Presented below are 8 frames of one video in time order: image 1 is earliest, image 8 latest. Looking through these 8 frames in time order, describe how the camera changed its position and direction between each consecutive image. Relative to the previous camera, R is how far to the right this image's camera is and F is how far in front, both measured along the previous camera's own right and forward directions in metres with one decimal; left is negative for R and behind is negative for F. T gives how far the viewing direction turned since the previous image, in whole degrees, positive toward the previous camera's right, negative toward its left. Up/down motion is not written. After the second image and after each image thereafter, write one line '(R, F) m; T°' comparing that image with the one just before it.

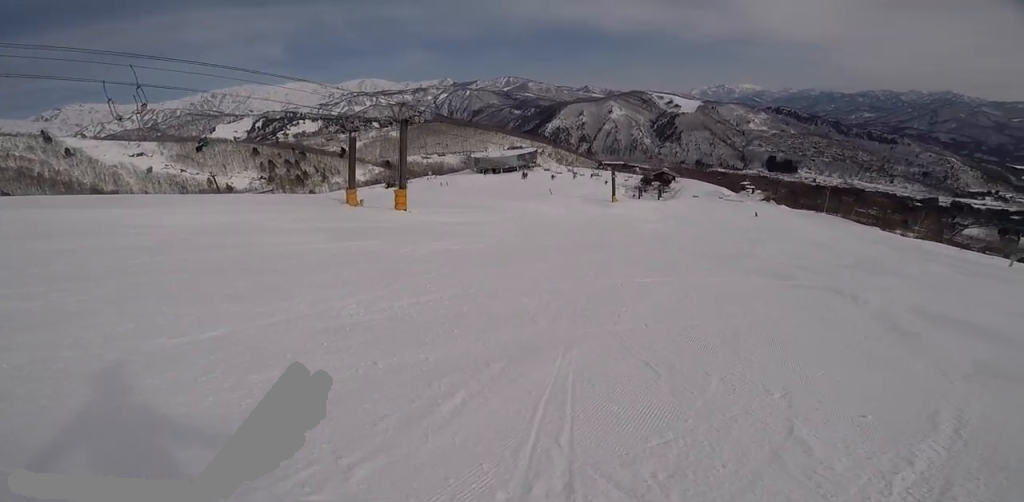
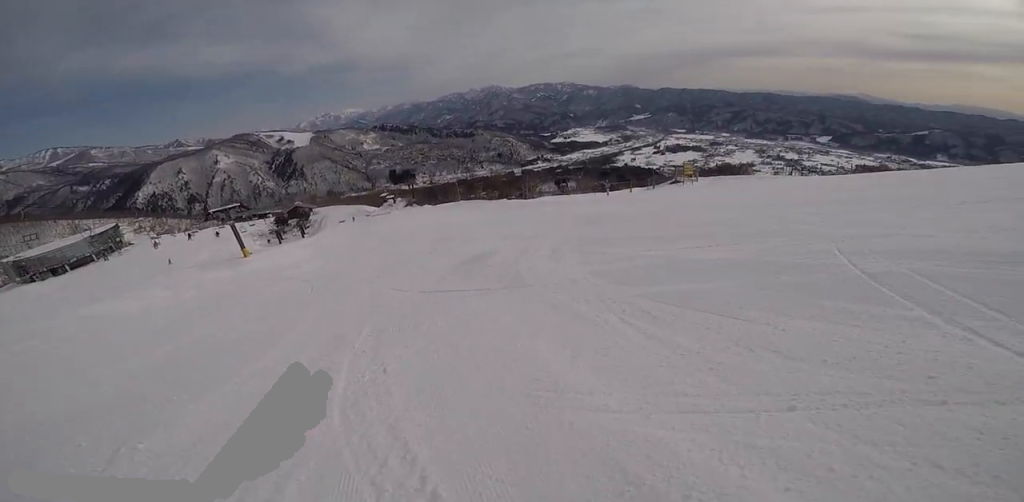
(+9.6, +8.7) m; +70°
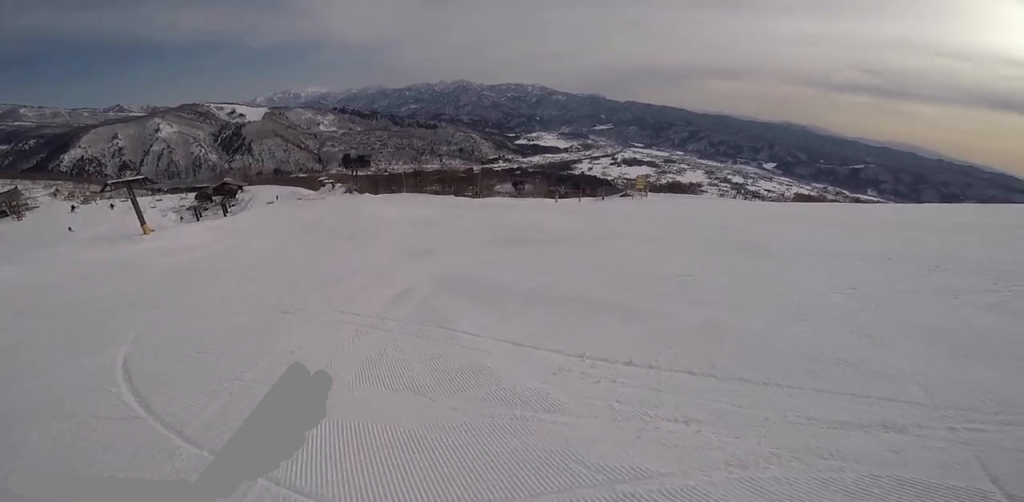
(-0.1, +5.1) m; -8°
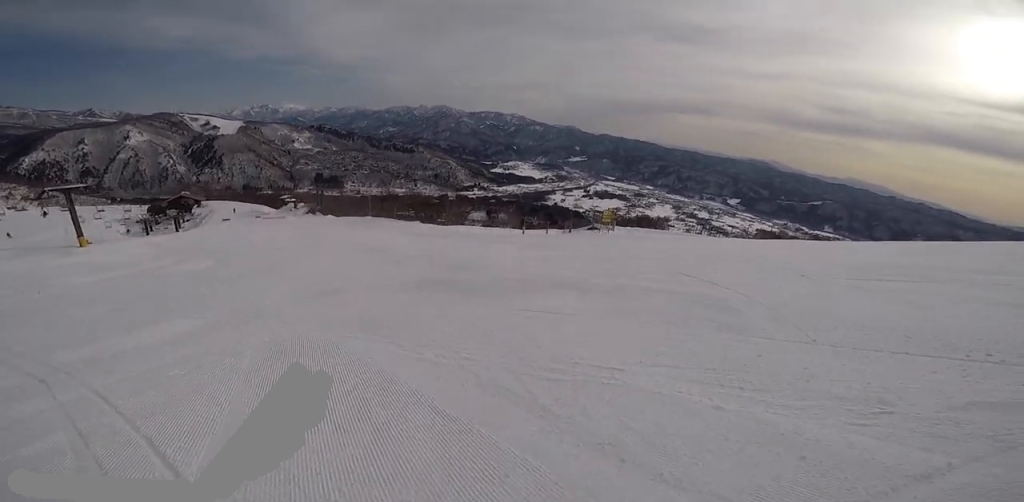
(-0.1, +2.9) m; -5°
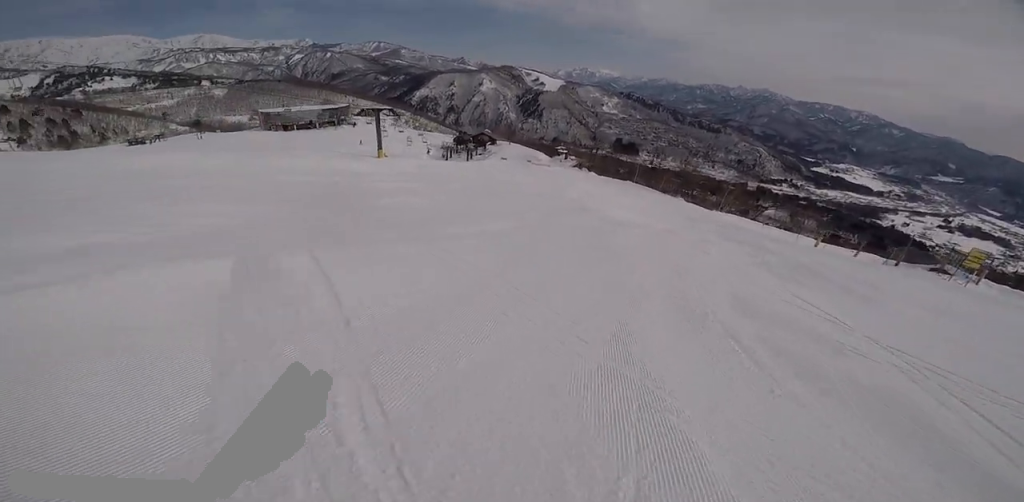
(-1.4, +11.8) m; -33°
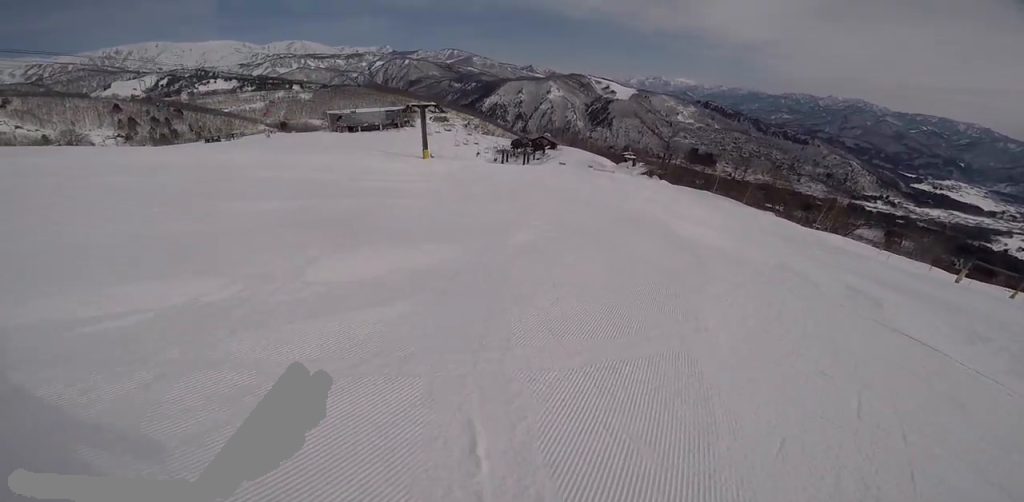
(-3.2, +5.6) m; -38°
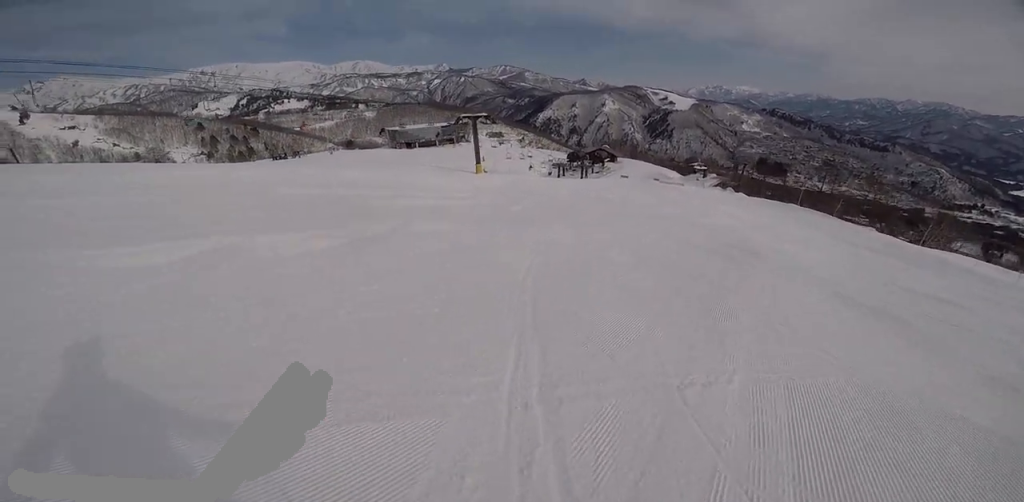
(-0.3, +4.3) m; -9°
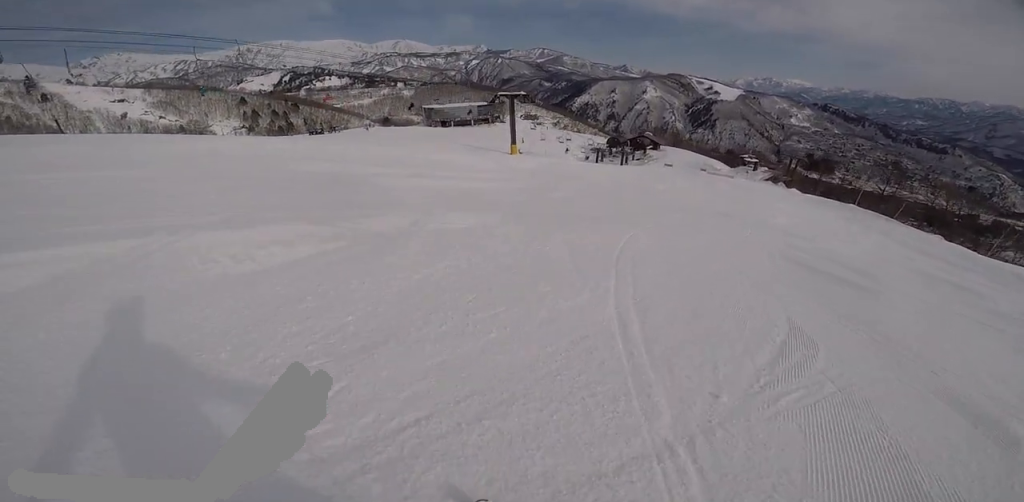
(0.0, +2.7) m; -3°
